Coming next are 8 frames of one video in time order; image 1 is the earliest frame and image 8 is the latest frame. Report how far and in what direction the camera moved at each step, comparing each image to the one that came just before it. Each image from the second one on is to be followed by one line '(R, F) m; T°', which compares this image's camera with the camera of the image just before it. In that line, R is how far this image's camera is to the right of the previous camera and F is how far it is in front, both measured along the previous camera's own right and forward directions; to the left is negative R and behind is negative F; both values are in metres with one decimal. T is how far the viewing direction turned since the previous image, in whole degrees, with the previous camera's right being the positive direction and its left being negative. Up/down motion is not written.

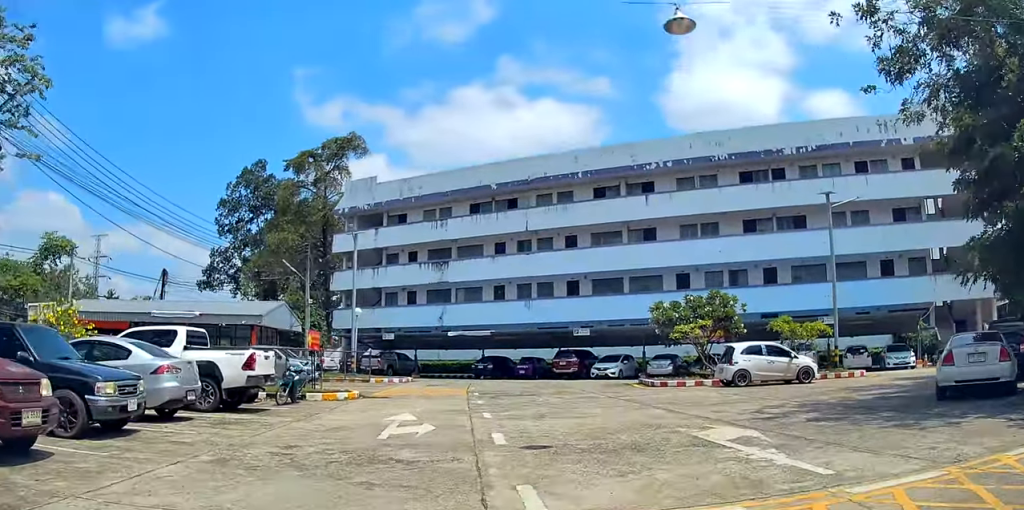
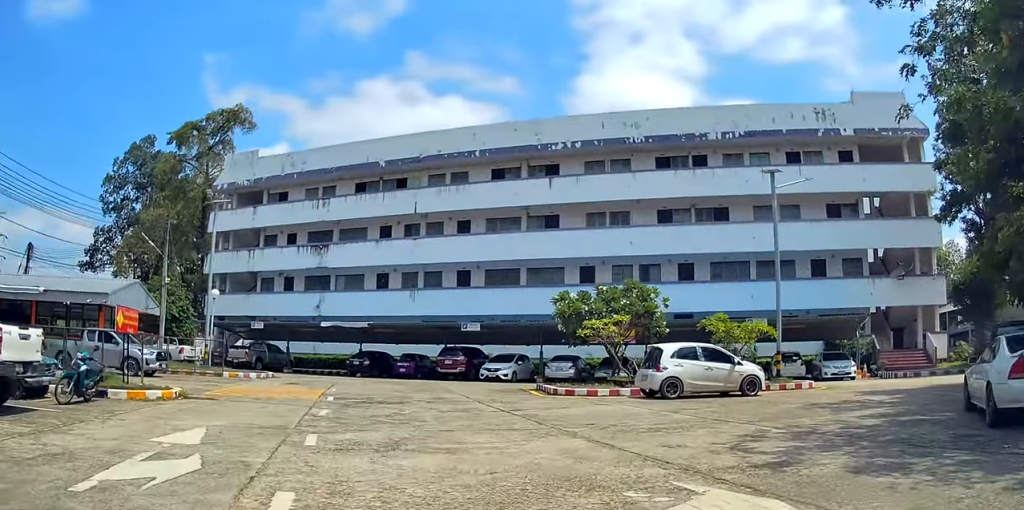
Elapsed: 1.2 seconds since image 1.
(+0.2, +6.7) m; +2°
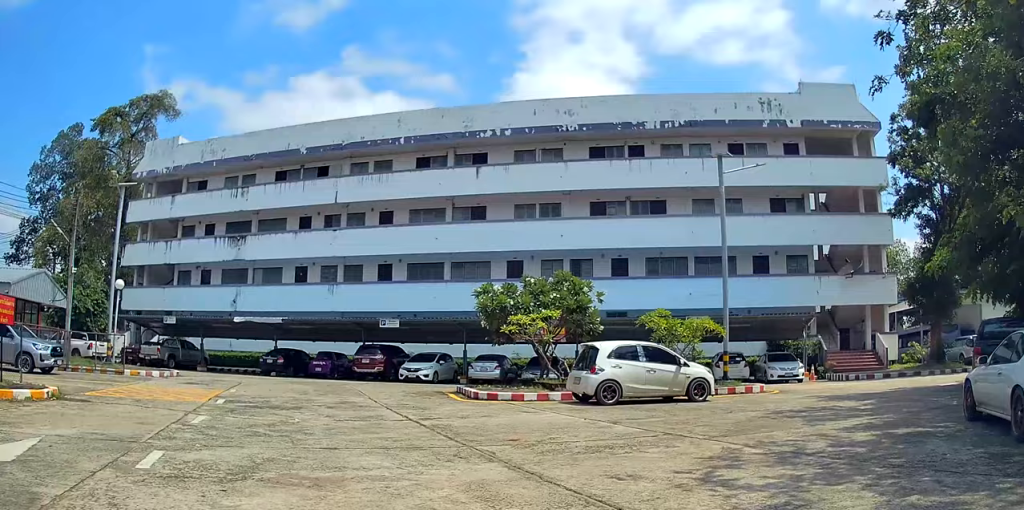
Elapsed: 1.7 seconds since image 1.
(-0.3, +2.9) m; +2°
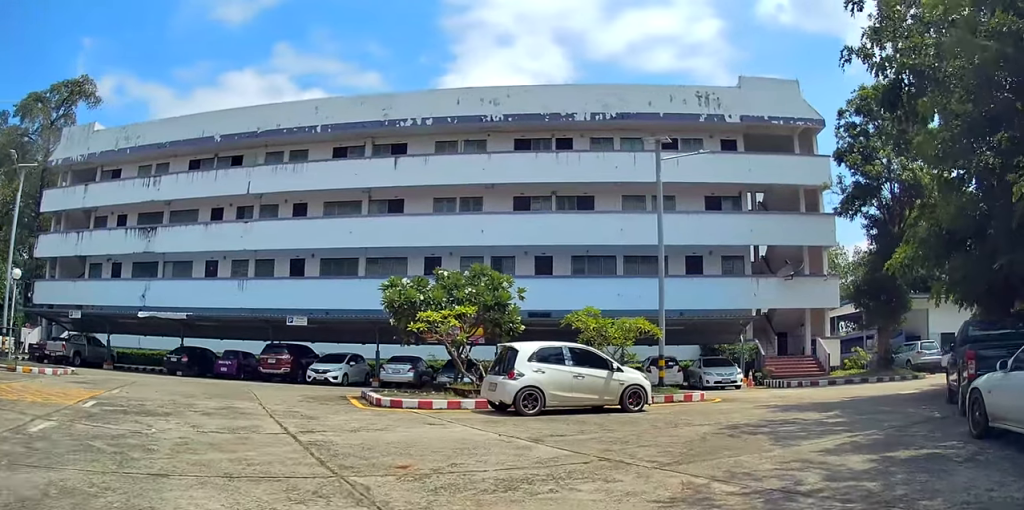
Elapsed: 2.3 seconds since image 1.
(+0.5, +2.5) m; +10°
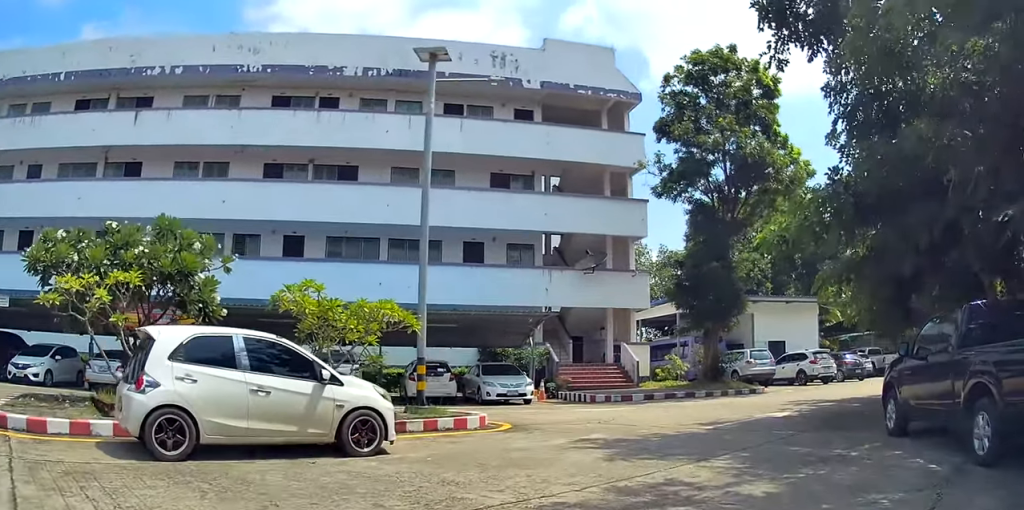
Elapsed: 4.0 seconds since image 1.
(+1.6, +6.5) m; +28°
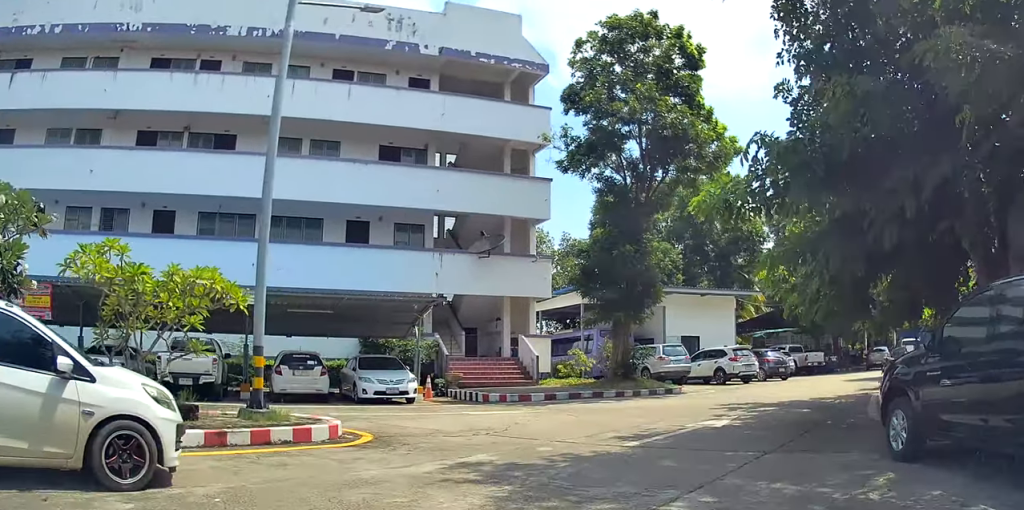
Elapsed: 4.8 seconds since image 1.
(+0.6, +2.8) m; +1°
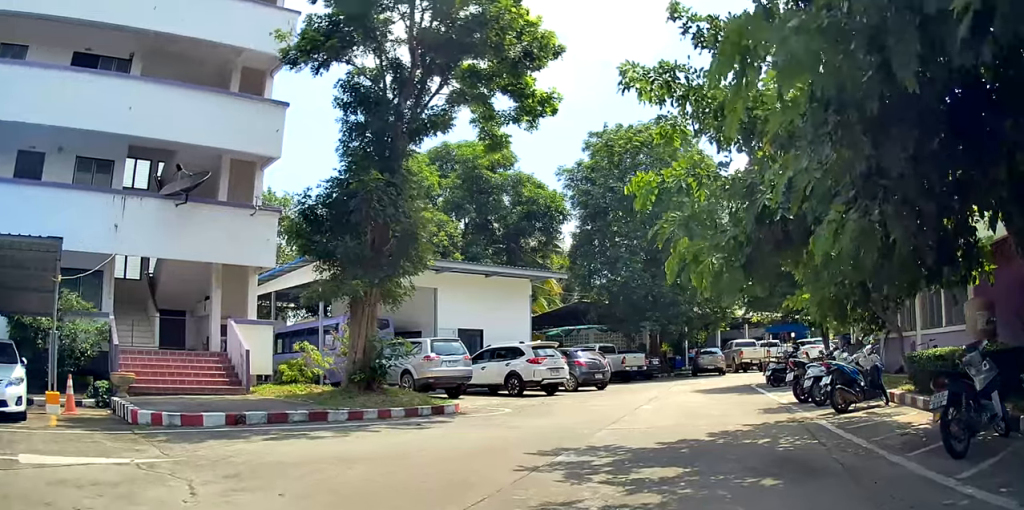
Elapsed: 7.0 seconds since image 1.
(-0.2, +7.7) m; +7°
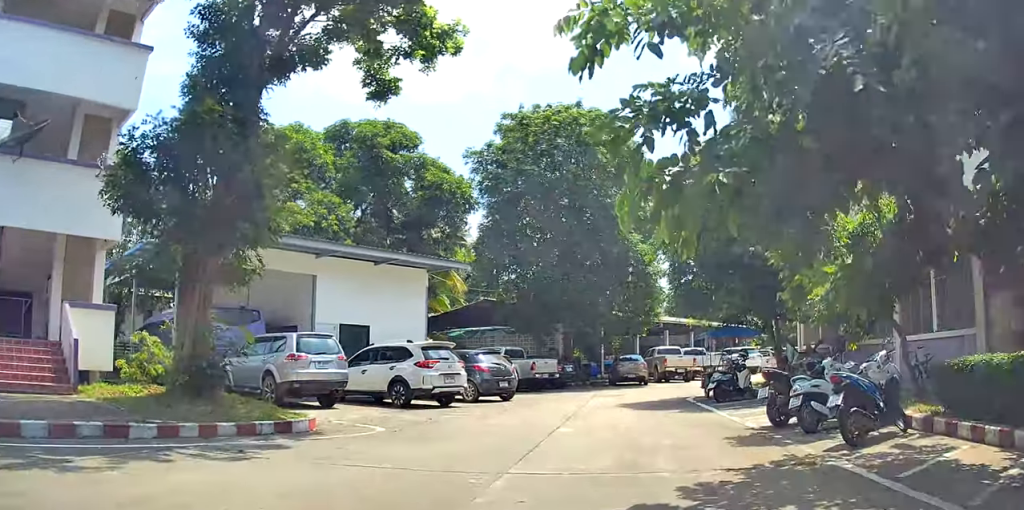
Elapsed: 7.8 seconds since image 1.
(+0.2, +3.0) m; -3°
